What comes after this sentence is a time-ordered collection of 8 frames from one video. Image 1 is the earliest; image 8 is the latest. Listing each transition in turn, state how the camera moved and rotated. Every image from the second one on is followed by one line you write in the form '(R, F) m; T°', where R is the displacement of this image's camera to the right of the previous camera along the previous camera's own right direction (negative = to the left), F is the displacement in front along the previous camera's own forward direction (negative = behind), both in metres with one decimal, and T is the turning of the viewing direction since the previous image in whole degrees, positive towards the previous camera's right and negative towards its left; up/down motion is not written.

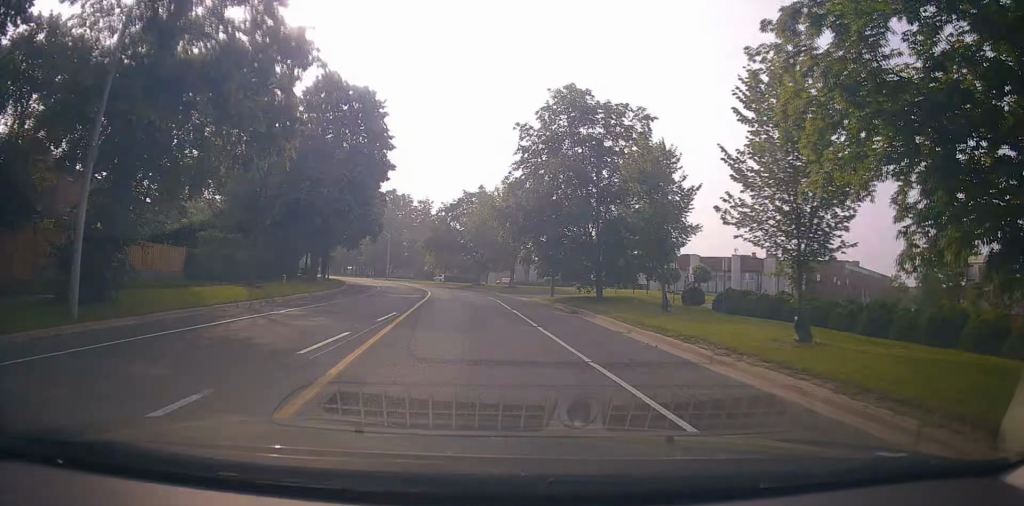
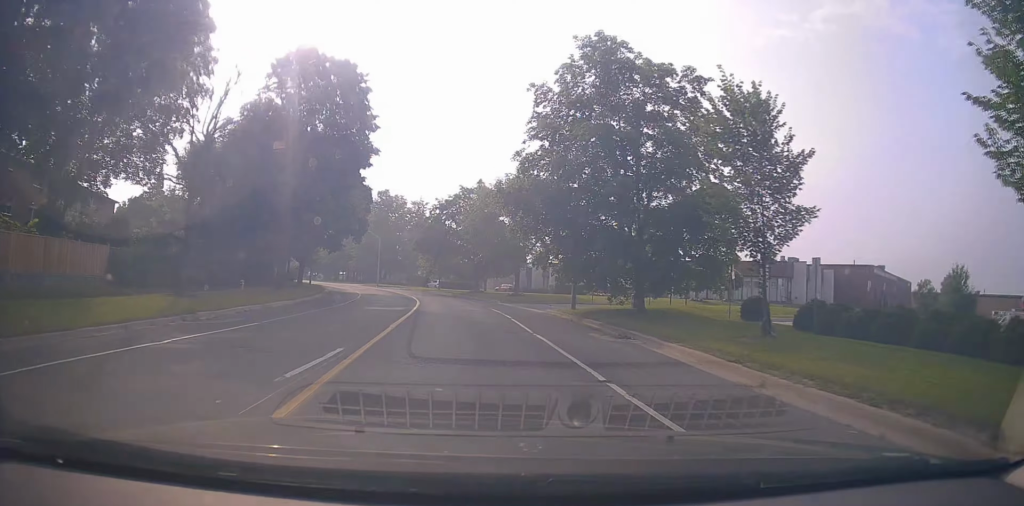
(+0.3, +7.5) m; 0°
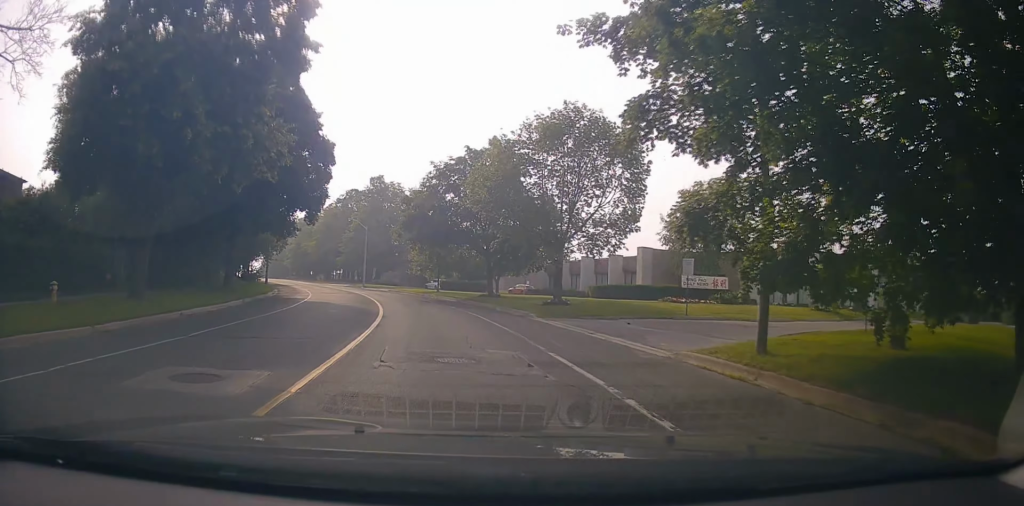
(-0.6, +17.4) m; -2°
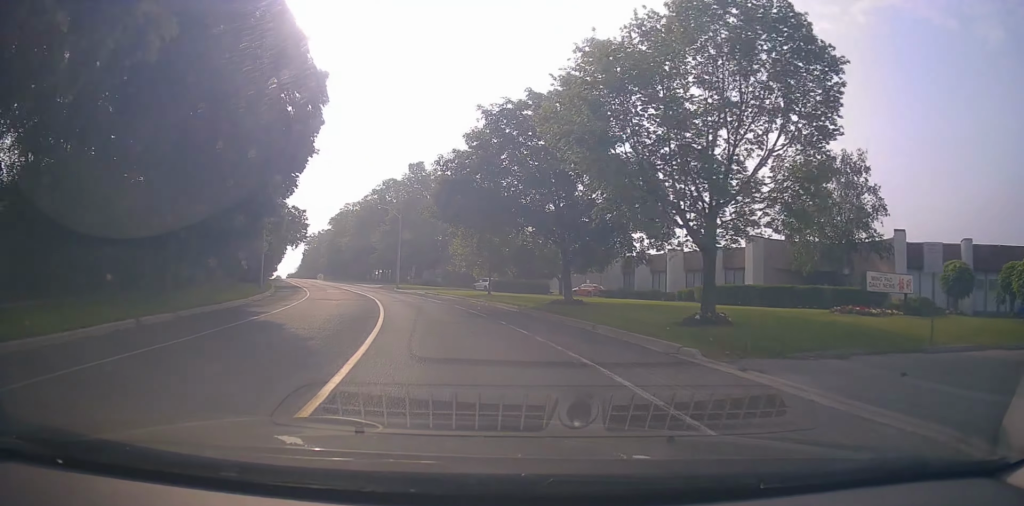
(0.0, +12.9) m; -1°
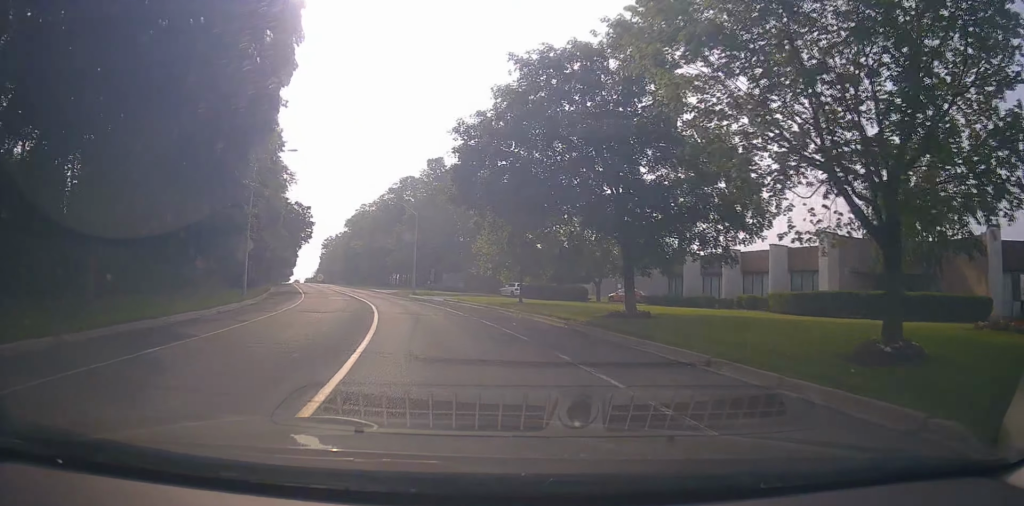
(+0.1, +6.8) m; -1°
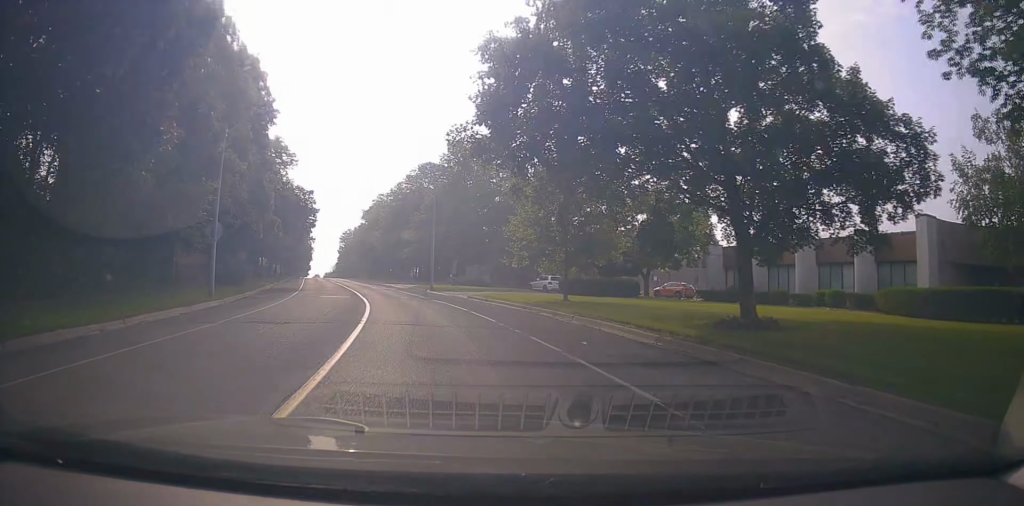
(-0.2, +7.2) m; -3°
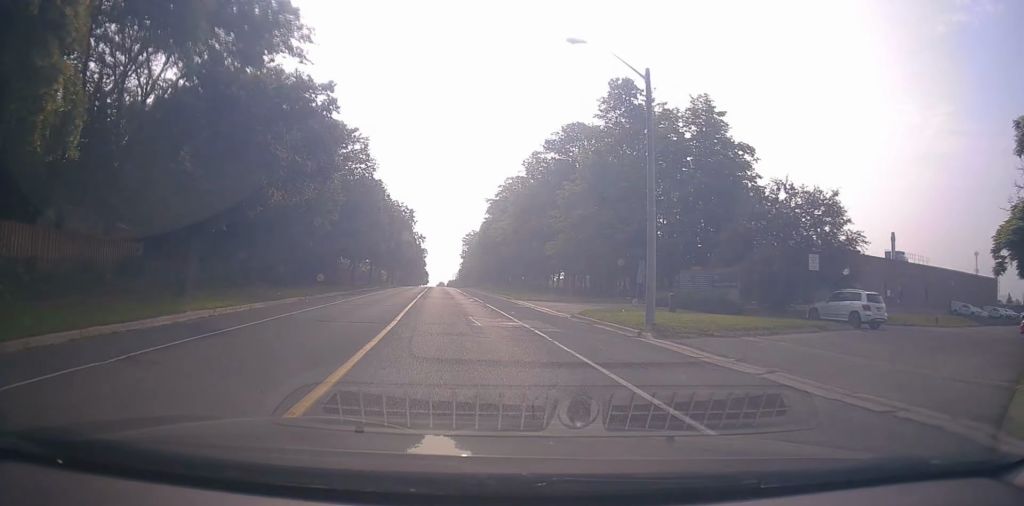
(-5.2, +29.4) m; -18°
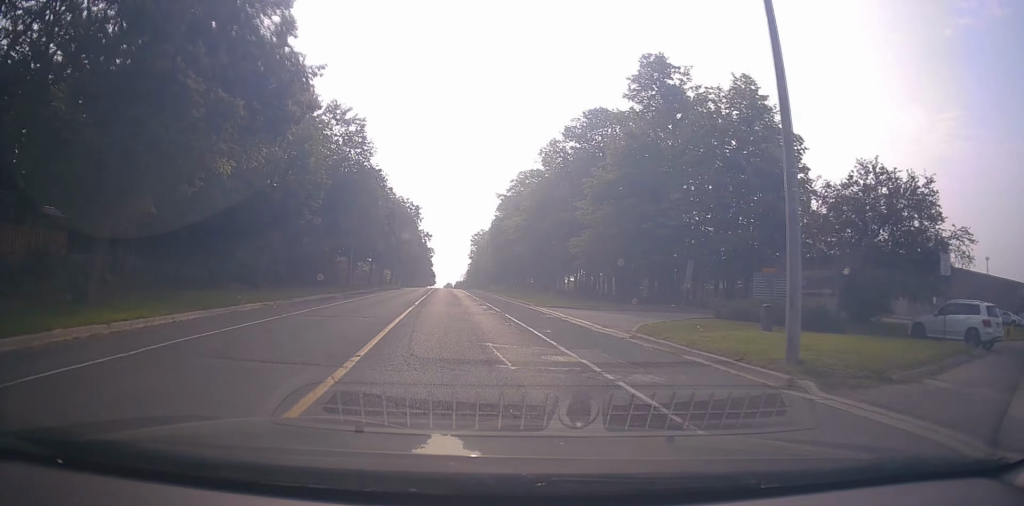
(-0.1, +7.0) m; 0°
